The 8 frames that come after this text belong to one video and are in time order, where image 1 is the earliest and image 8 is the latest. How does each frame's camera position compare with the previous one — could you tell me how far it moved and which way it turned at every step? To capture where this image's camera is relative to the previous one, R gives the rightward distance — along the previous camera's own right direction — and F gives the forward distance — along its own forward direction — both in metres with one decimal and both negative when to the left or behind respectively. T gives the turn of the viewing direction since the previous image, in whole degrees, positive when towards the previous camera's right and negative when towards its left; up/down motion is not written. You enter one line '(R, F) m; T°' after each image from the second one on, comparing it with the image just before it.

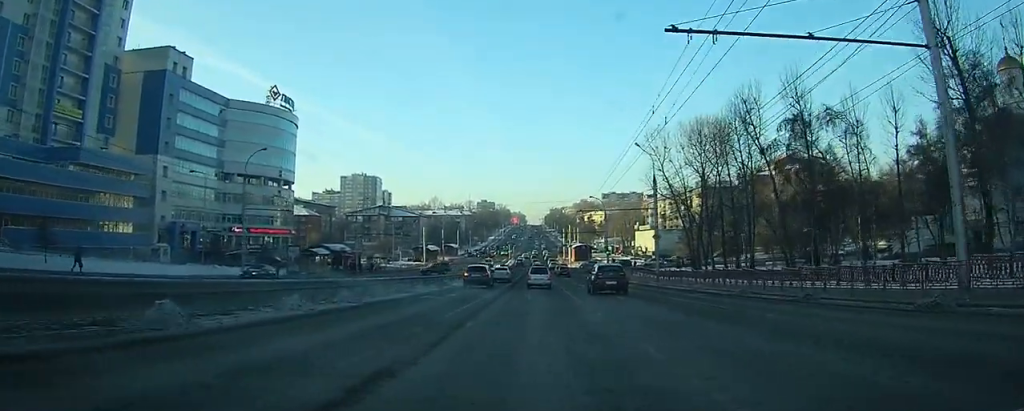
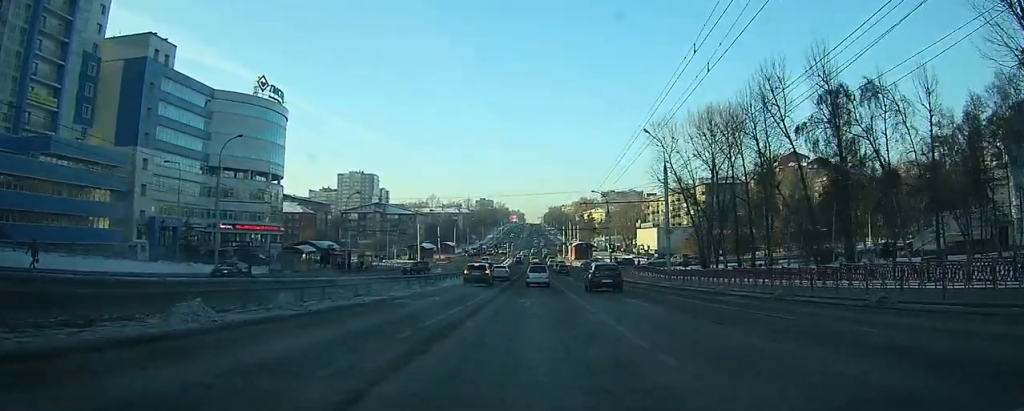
(0.0, +4.9) m; 0°
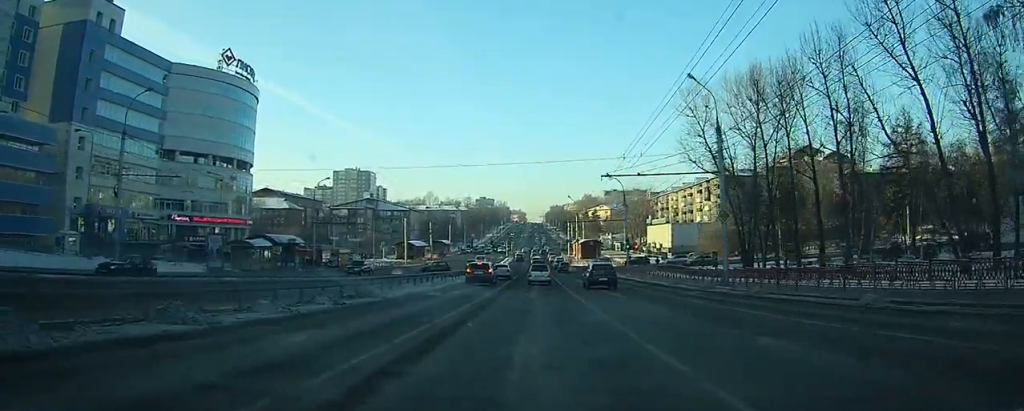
(-0.2, +14.2) m; -1°
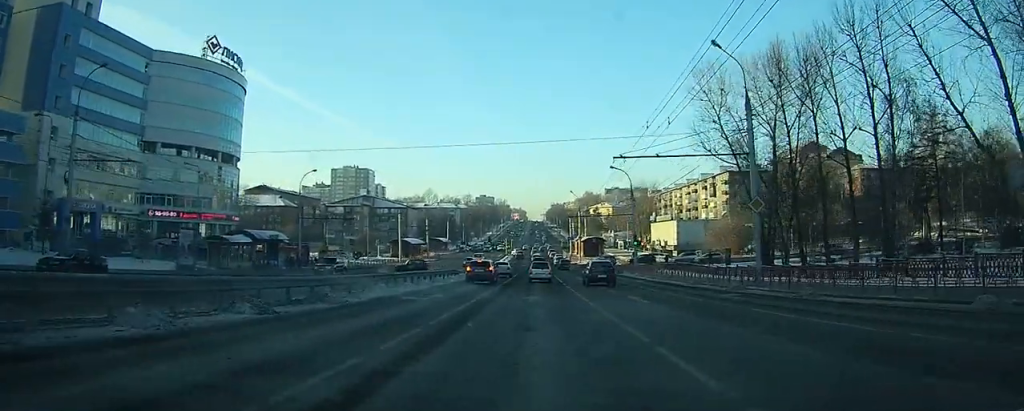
(0.0, +5.2) m; 0°
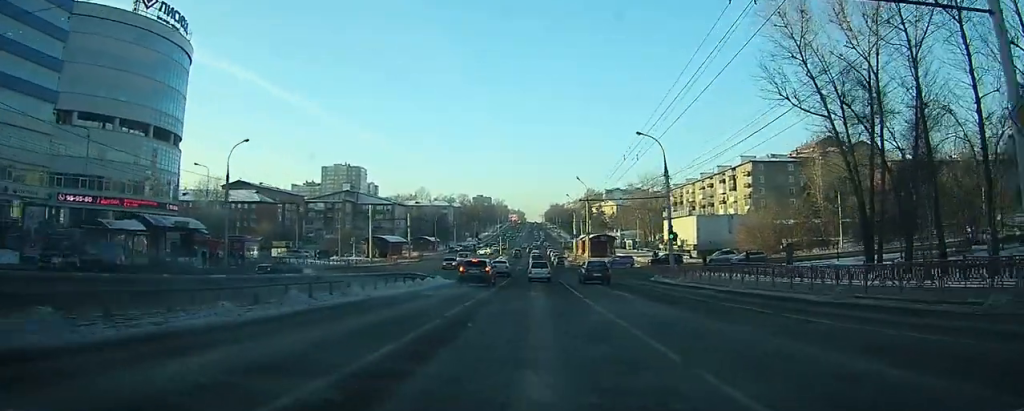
(-0.1, +18.1) m; 0°
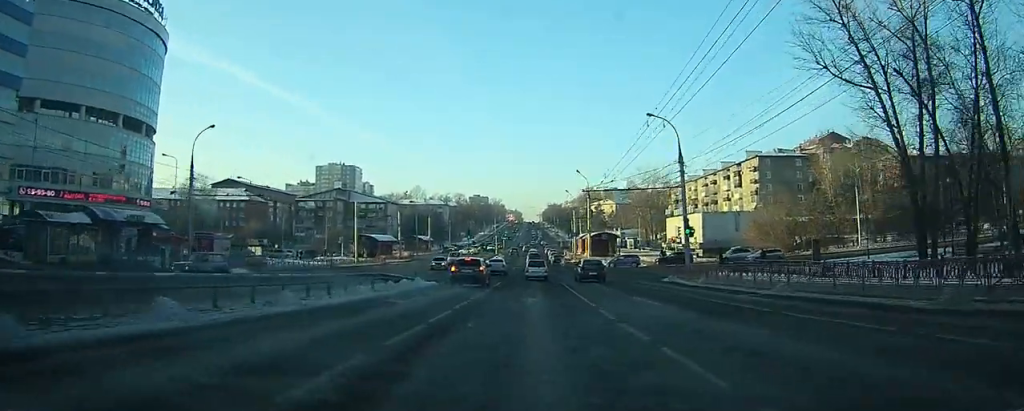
(0.0, +6.1) m; 0°
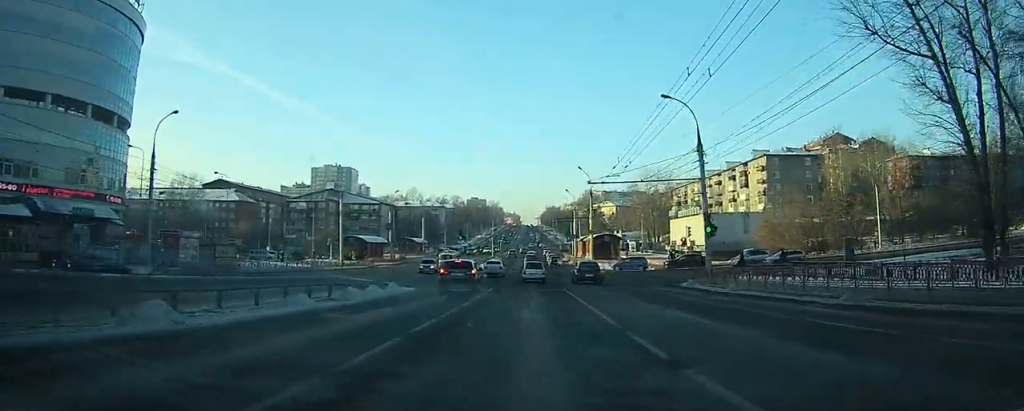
(0.0, +5.7) m; 0°
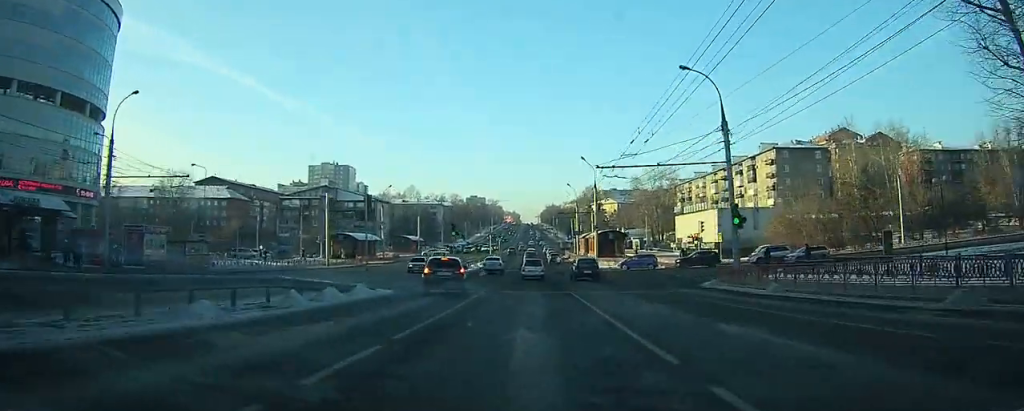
(0.0, +5.3) m; 0°
